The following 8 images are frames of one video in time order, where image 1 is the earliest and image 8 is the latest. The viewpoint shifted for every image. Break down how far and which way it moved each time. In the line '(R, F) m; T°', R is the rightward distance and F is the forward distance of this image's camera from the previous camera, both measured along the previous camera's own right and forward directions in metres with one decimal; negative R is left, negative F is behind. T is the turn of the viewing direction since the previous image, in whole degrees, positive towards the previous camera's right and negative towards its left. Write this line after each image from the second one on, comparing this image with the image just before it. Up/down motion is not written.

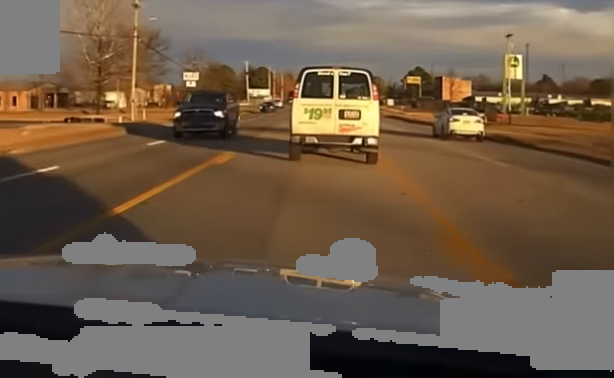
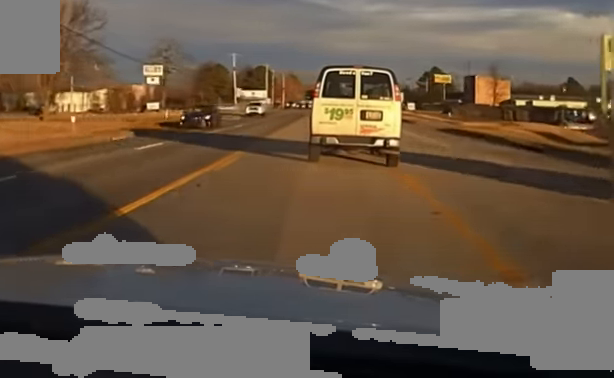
(+0.2, +37.7) m; 0°
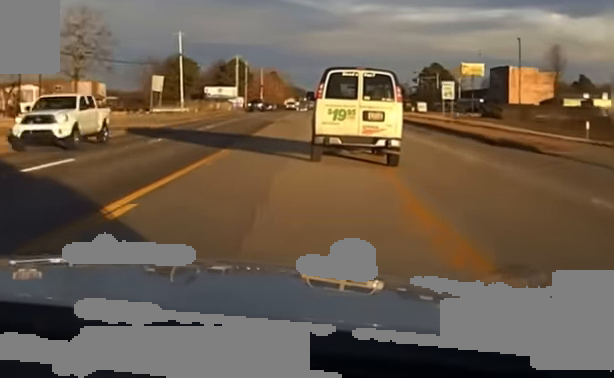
(-0.4, +43.7) m; +1°
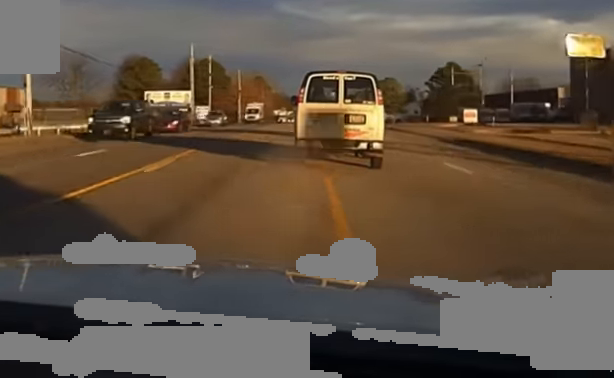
(+0.9, +53.2) m; +1°
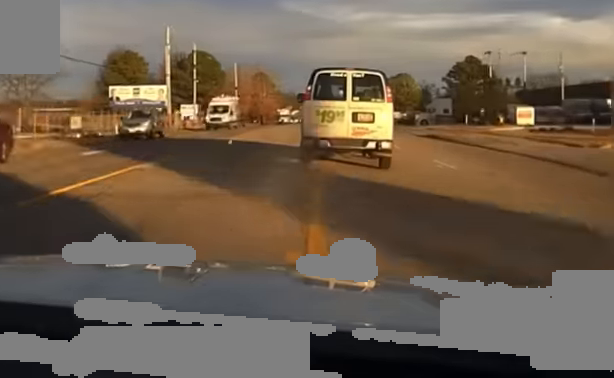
(+0.1, +22.8) m; 0°
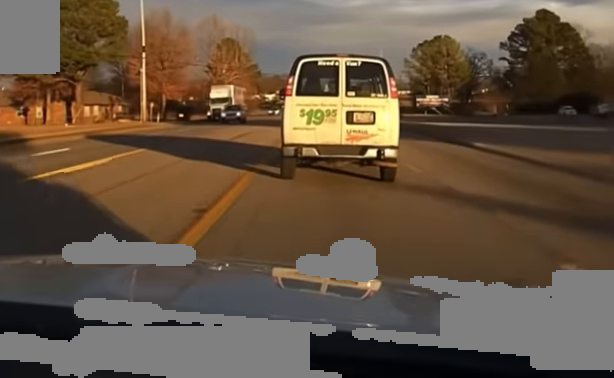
(-0.4, +92.9) m; 0°
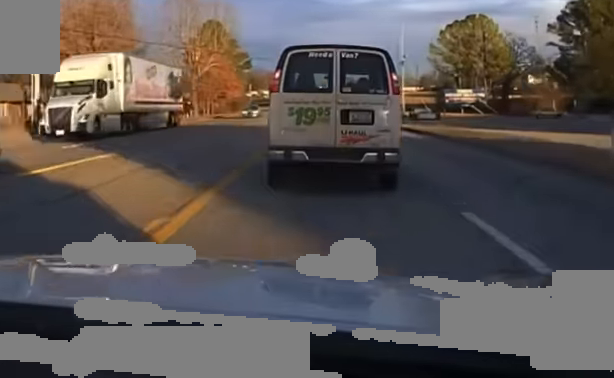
(0.0, +31.5) m; 0°
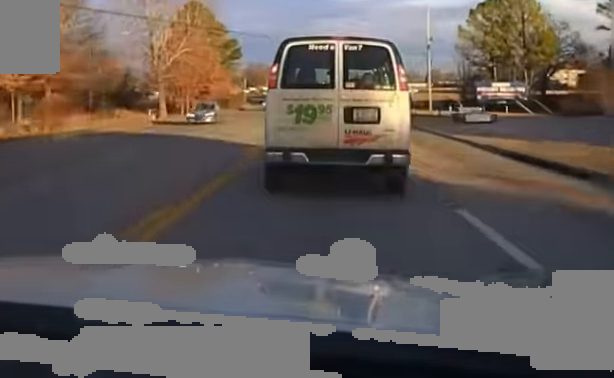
(0.0, +22.6) m; 0°
